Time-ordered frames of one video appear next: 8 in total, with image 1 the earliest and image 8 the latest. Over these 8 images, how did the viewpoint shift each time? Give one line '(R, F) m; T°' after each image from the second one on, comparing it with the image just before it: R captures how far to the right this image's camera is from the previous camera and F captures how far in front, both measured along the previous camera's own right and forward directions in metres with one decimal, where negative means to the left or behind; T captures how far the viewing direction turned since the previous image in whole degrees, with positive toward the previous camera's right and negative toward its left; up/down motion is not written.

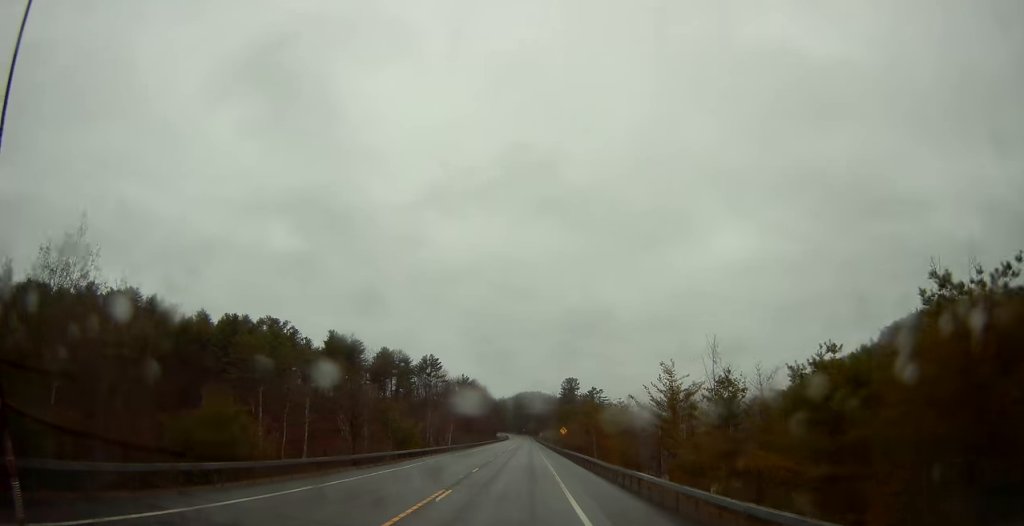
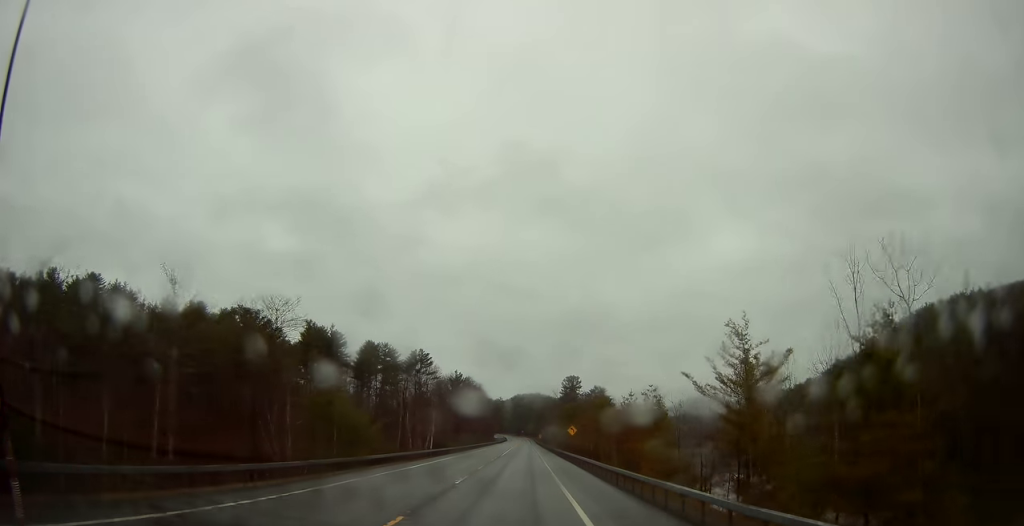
(0.0, +17.3) m; 0°
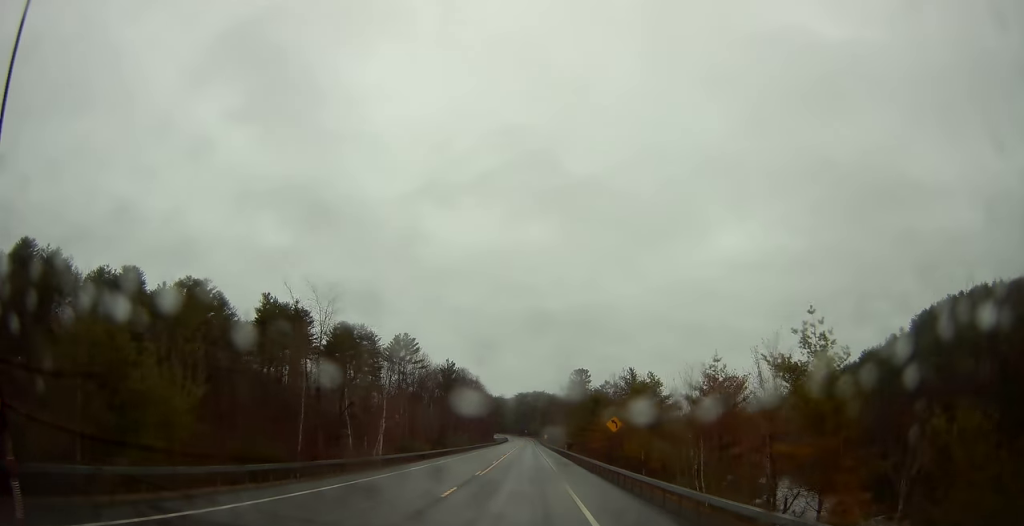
(0.0, +28.5) m; 0°
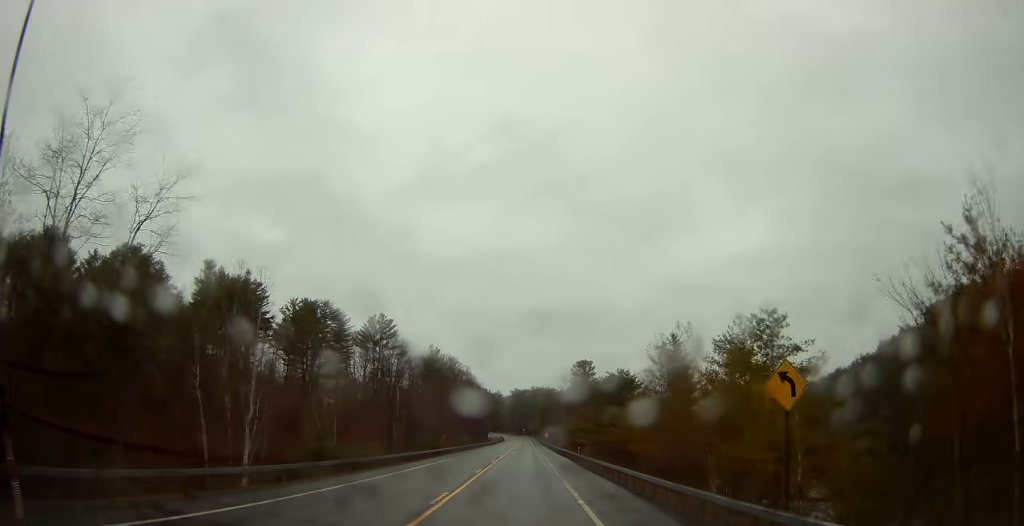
(0.0, +24.2) m; 0°
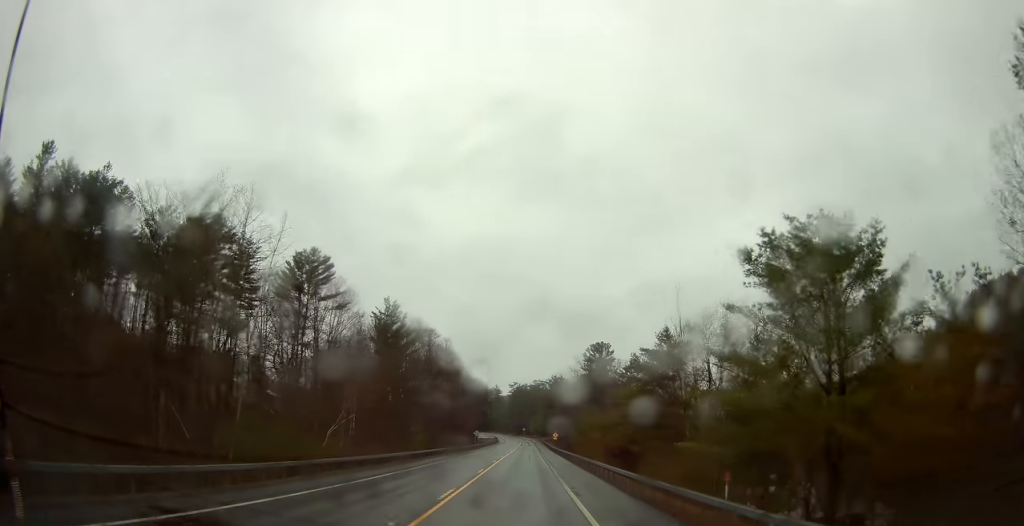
(0.0, +46.8) m; 0°
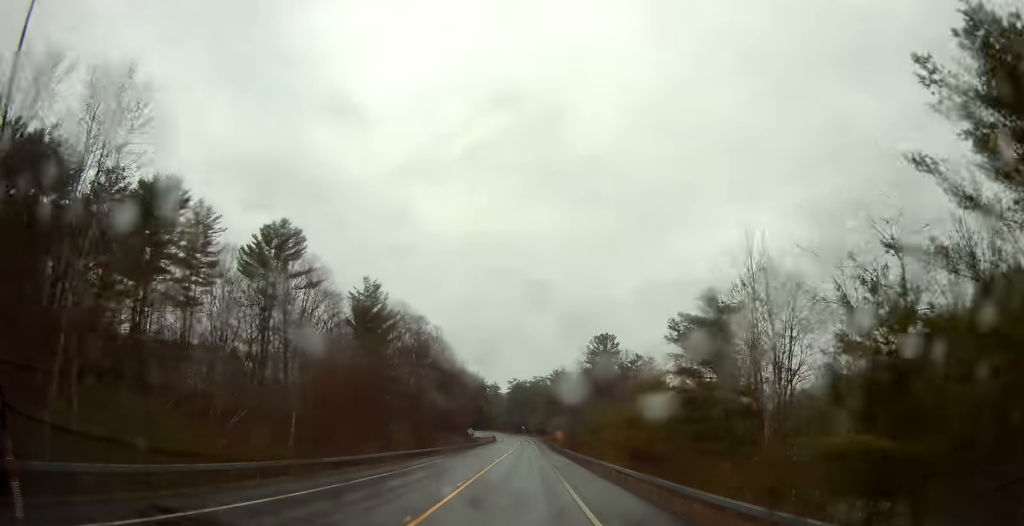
(0.0, +12.2) m; 0°
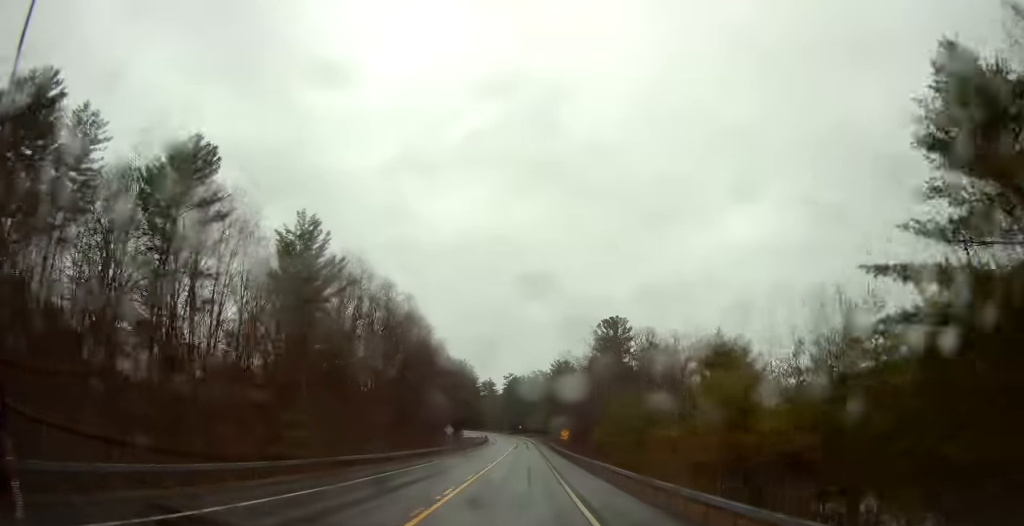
(0.0, +25.4) m; 0°
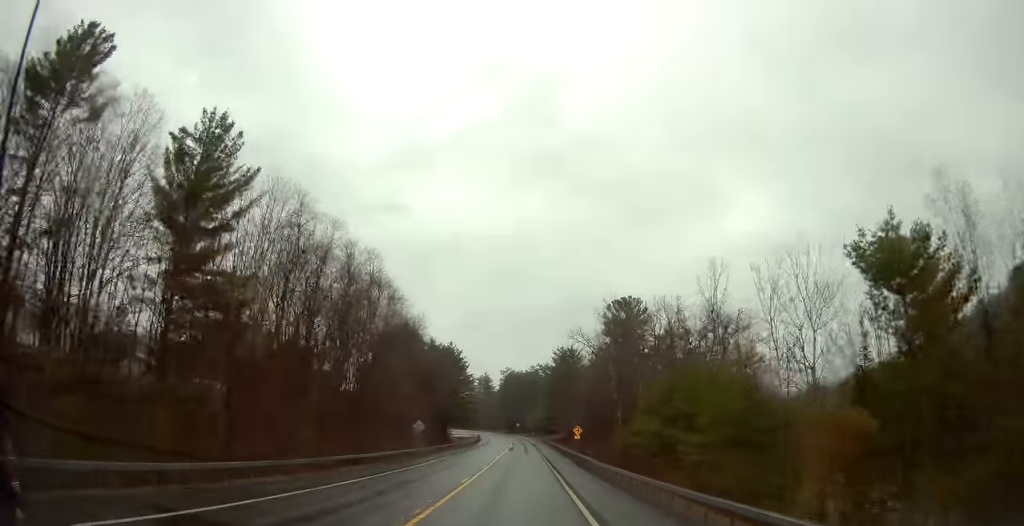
(0.0, +21.0) m; 0°
